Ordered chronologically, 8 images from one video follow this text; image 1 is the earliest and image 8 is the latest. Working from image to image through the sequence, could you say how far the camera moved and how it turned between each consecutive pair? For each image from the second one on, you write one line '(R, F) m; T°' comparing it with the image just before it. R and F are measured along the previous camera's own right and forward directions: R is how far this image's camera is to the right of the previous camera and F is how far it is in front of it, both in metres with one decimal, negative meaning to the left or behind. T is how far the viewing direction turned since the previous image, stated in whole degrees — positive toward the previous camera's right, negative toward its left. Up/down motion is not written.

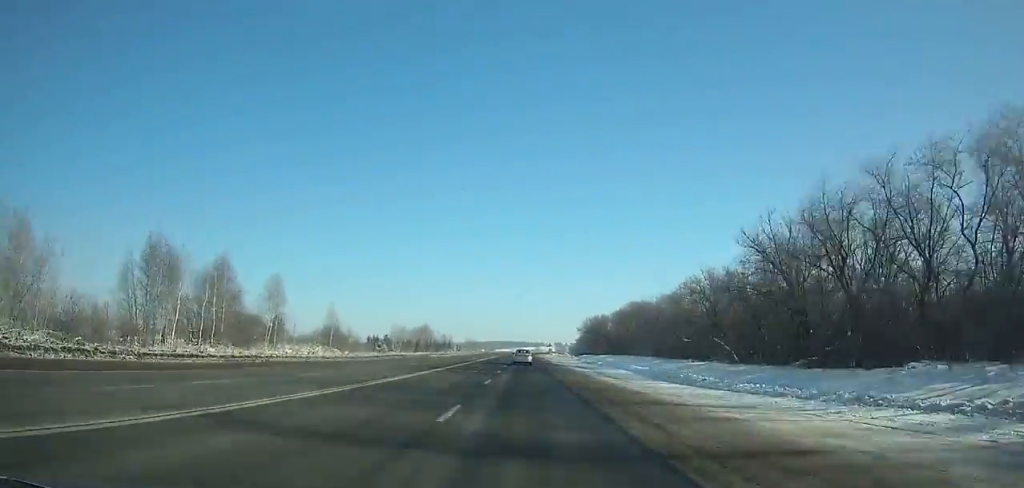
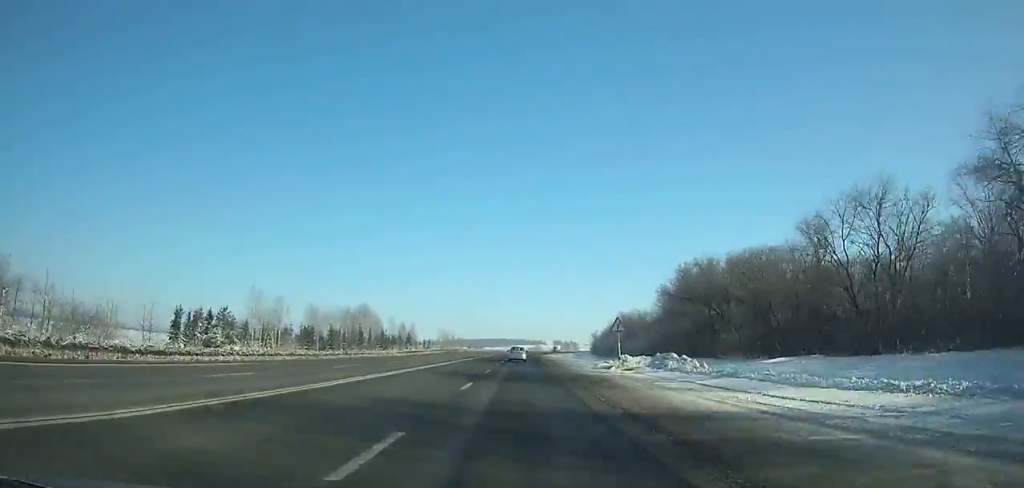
(+0.3, +101.1) m; +1°
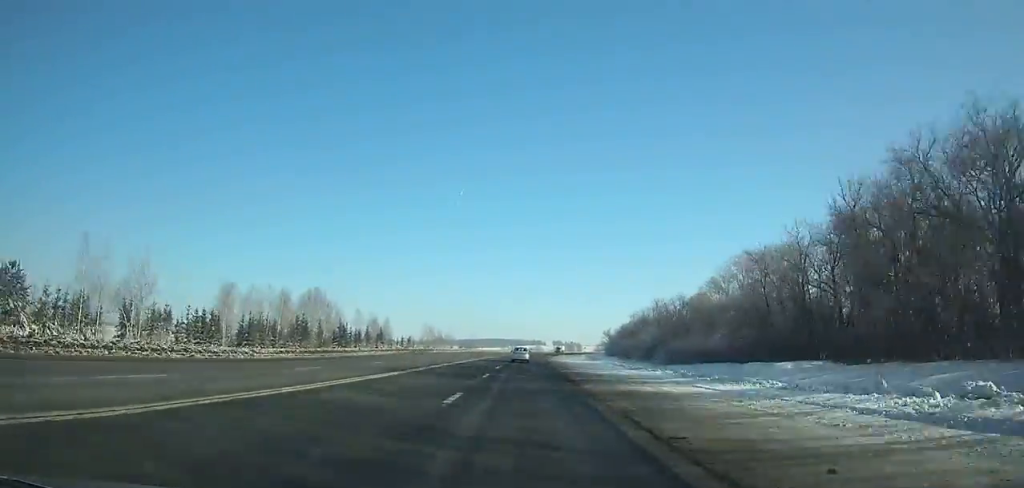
(+0.2, +39.3) m; +1°
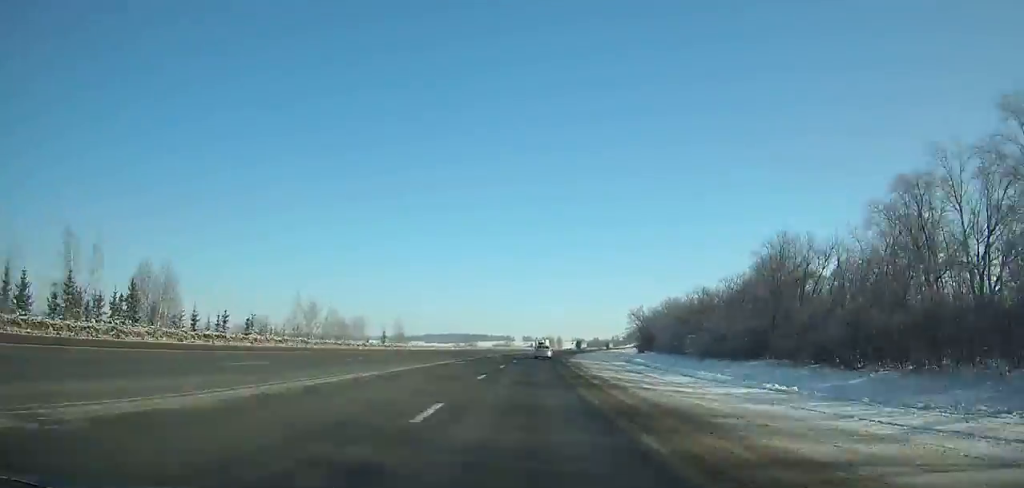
(+2.5, +100.4) m; +4°
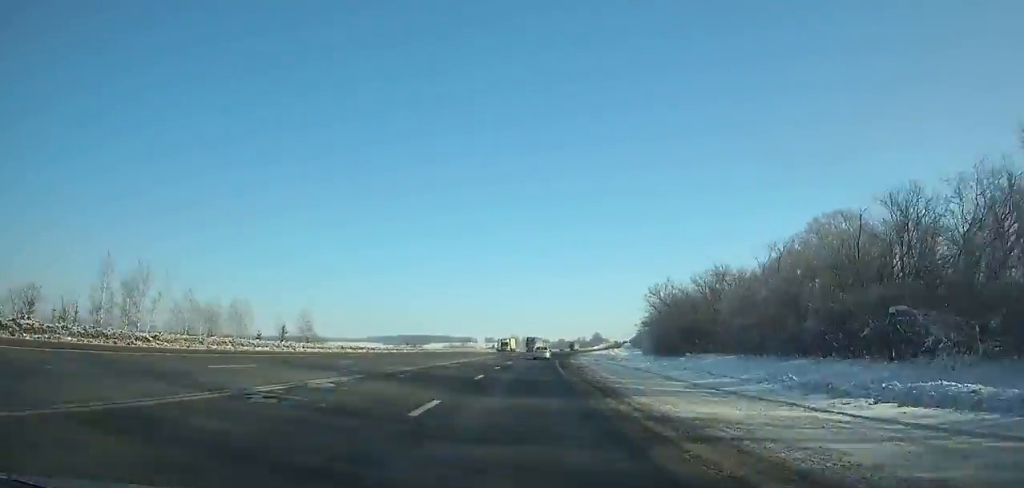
(+1.0, +46.4) m; +3°
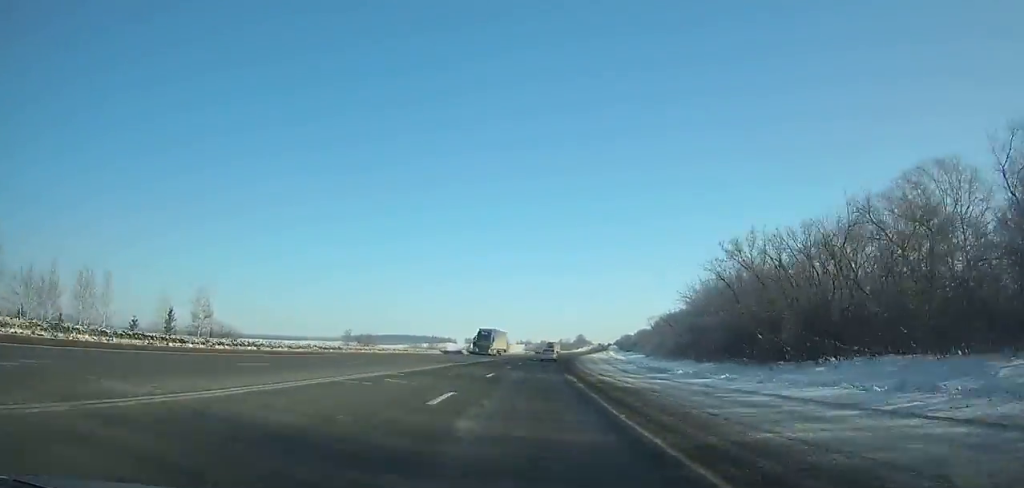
(+0.4, +34.2) m; +2°
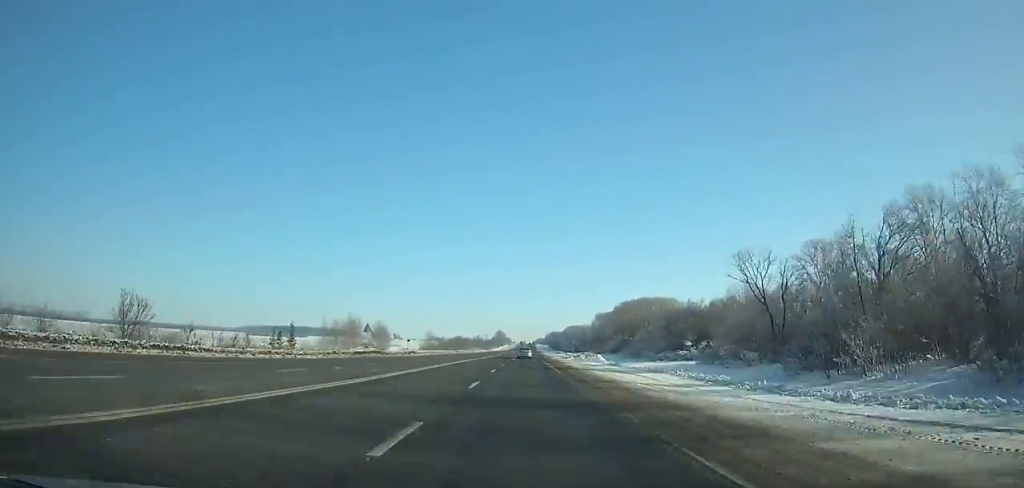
(+8.2, +125.6) m; +6°
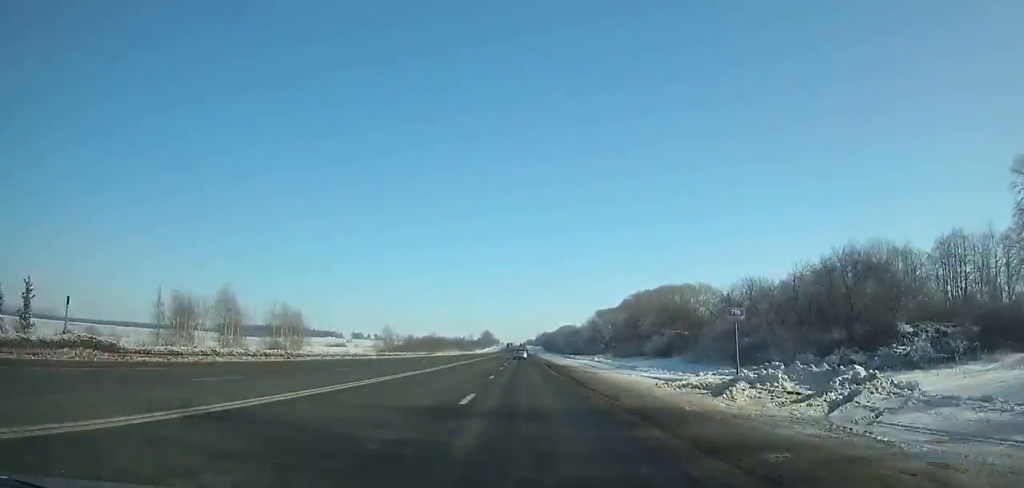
(+1.1, +65.2) m; +1°
